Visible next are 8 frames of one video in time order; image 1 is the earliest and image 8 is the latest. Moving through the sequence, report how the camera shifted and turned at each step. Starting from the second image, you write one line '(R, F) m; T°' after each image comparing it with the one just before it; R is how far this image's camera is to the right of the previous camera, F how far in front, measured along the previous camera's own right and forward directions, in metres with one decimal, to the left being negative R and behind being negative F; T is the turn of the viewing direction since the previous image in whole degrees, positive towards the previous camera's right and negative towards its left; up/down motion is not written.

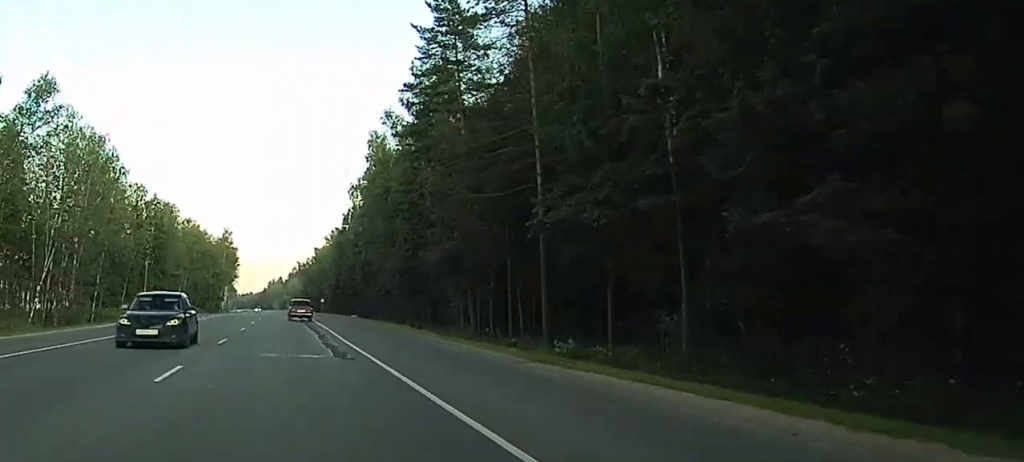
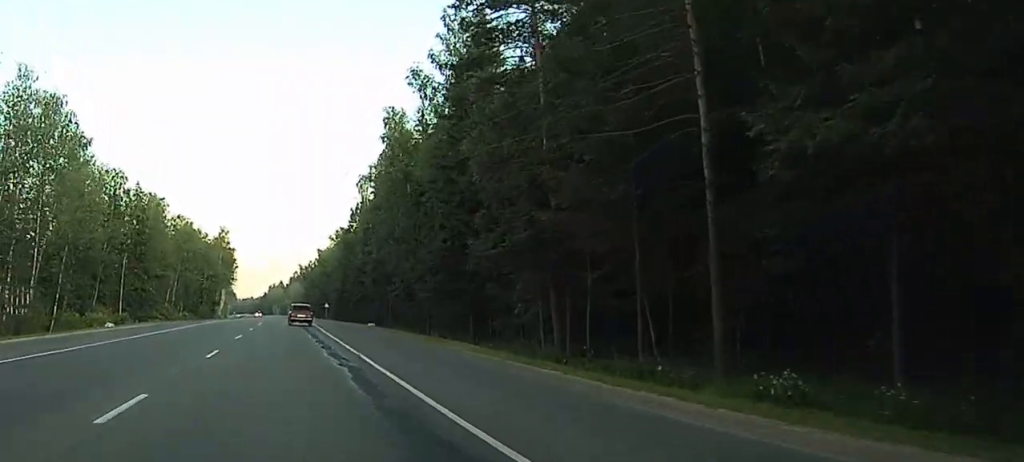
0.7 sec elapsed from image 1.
(-0.1, +15.9) m; -1°
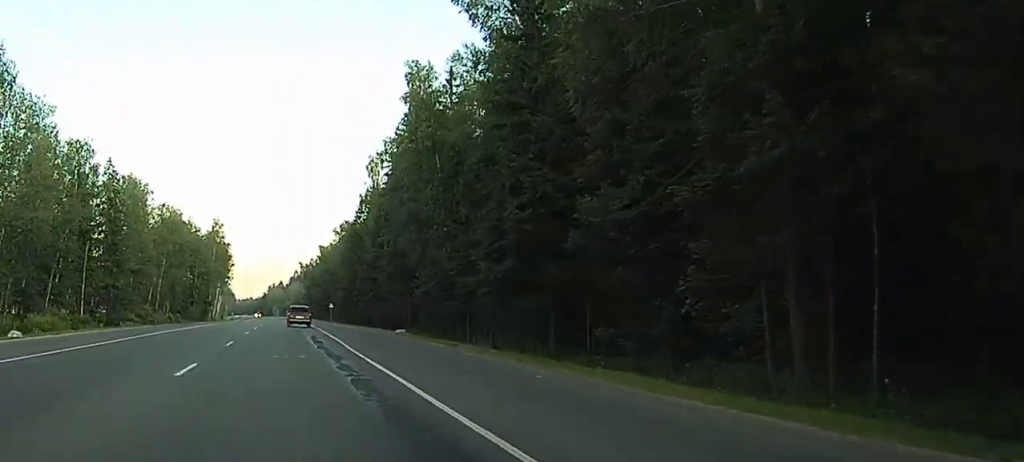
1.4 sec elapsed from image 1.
(-0.1, +17.5) m; 0°
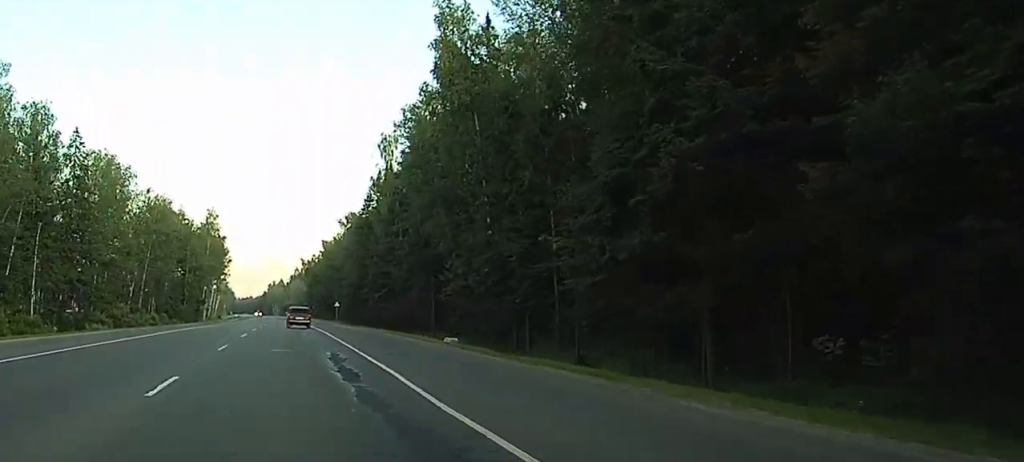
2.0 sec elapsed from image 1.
(-0.2, +15.1) m; 0°
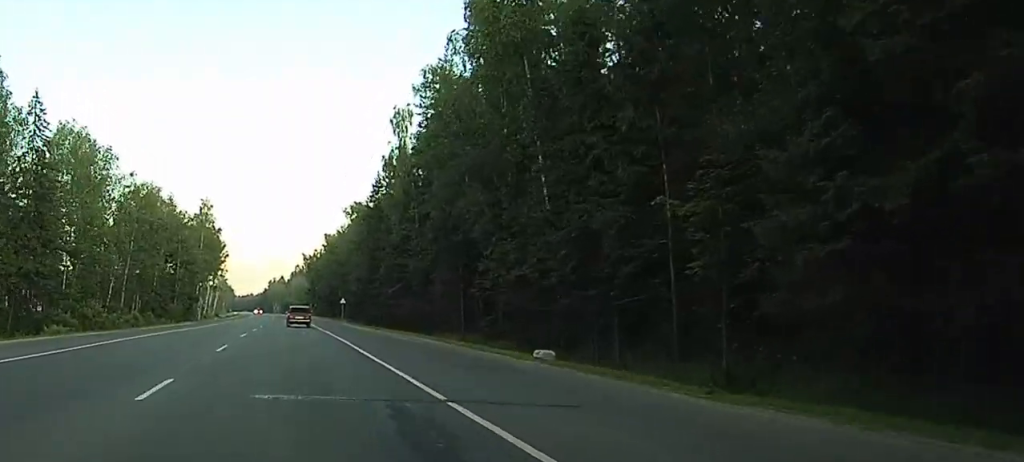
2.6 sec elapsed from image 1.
(+0.1, +12.8) m; 0°
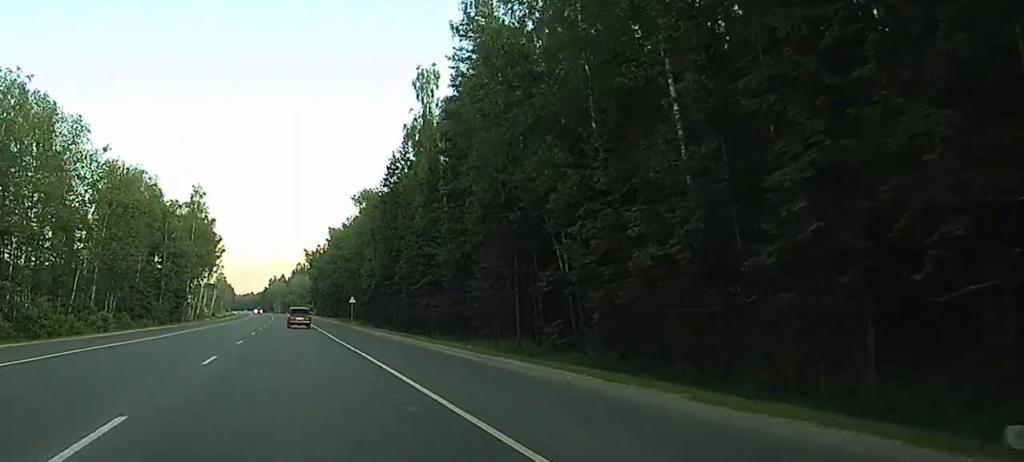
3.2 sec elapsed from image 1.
(+0.2, +15.9) m; 0°
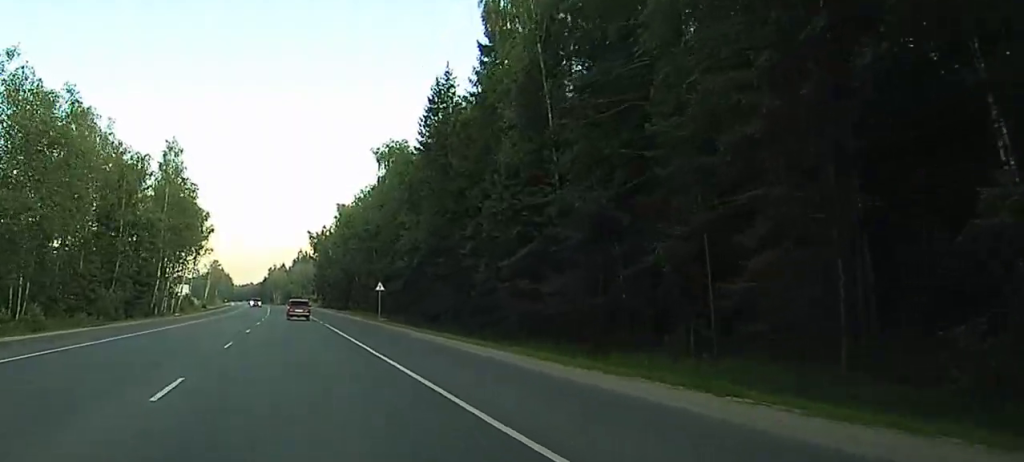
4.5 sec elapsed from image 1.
(-0.4, +30.8) m; -1°
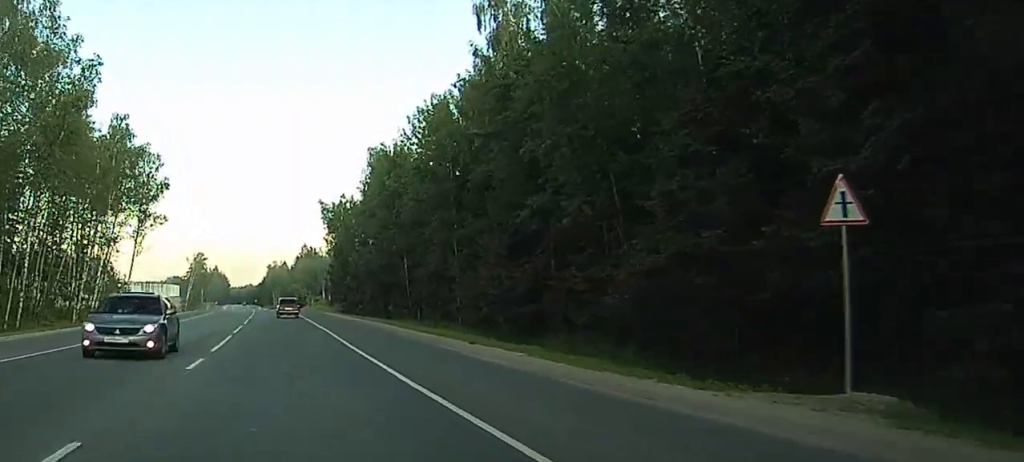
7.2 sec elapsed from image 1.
(0.0, +63.6) m; 0°
